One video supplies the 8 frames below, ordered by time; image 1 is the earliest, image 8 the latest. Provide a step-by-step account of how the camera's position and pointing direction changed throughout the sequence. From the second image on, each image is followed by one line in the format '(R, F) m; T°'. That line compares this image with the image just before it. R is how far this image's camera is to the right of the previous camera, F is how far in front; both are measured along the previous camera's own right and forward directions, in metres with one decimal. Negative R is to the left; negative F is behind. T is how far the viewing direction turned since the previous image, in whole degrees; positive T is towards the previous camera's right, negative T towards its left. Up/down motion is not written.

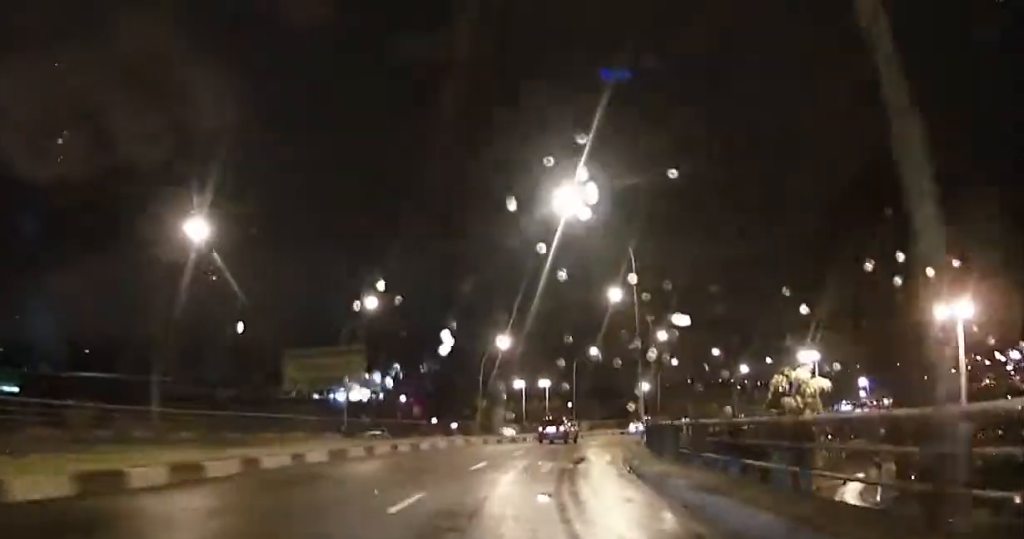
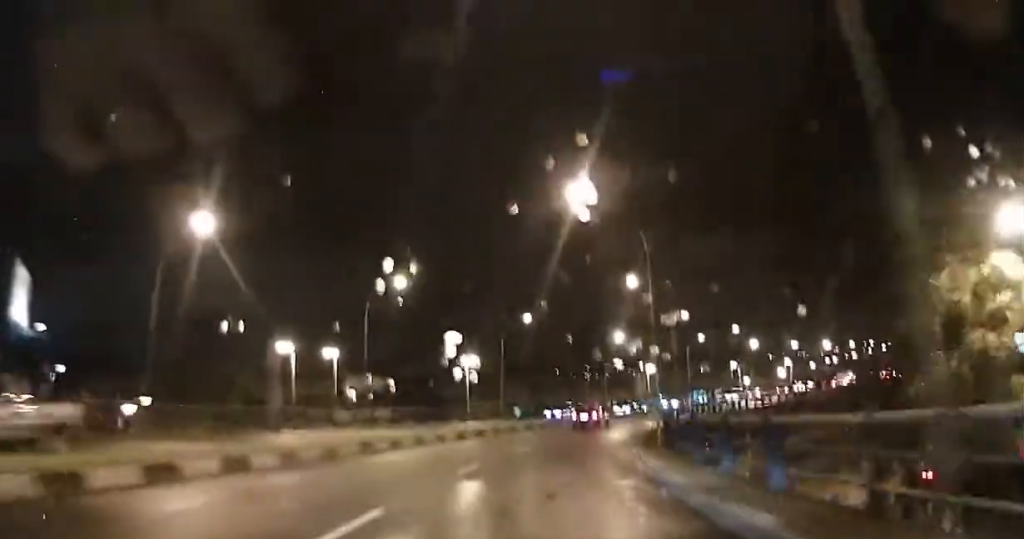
(+2.6, +35.2) m; +9°
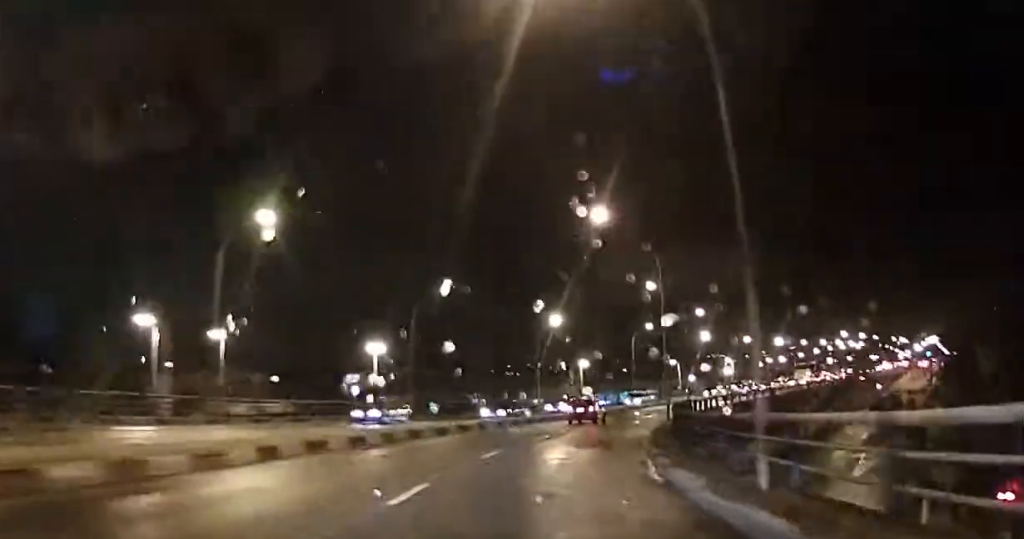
(+0.7, +13.4) m; +6°
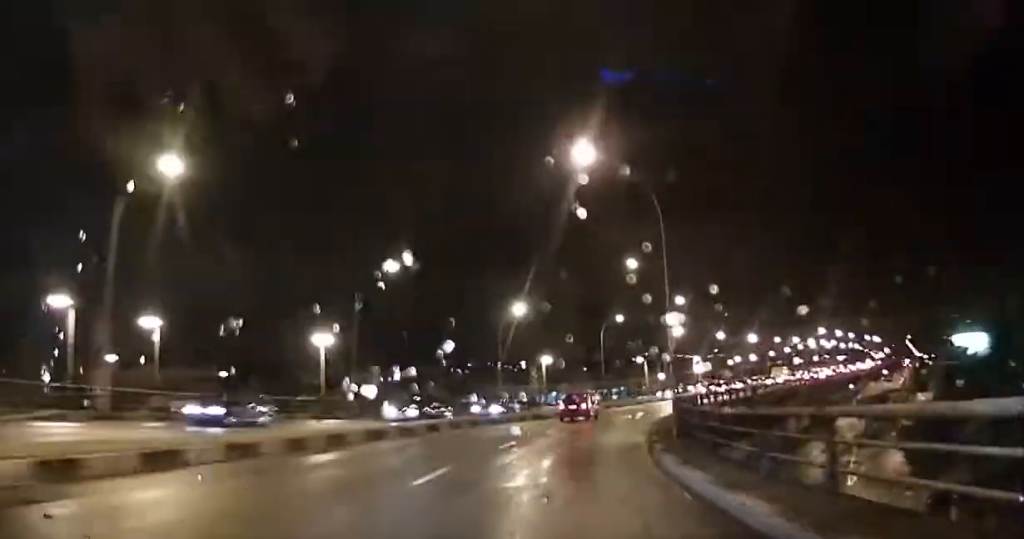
(0.0, +6.3) m; +3°
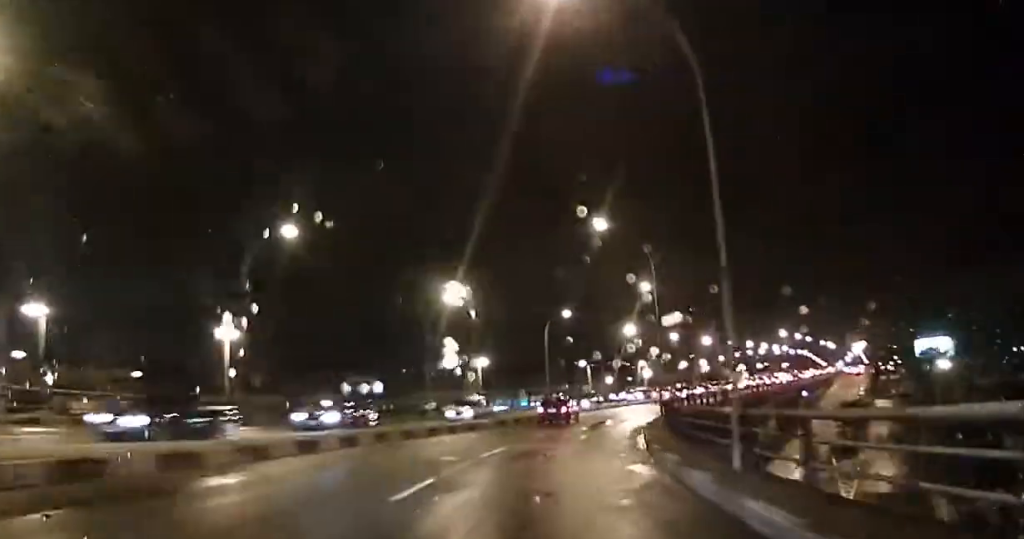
(+0.6, +9.5) m; +6°
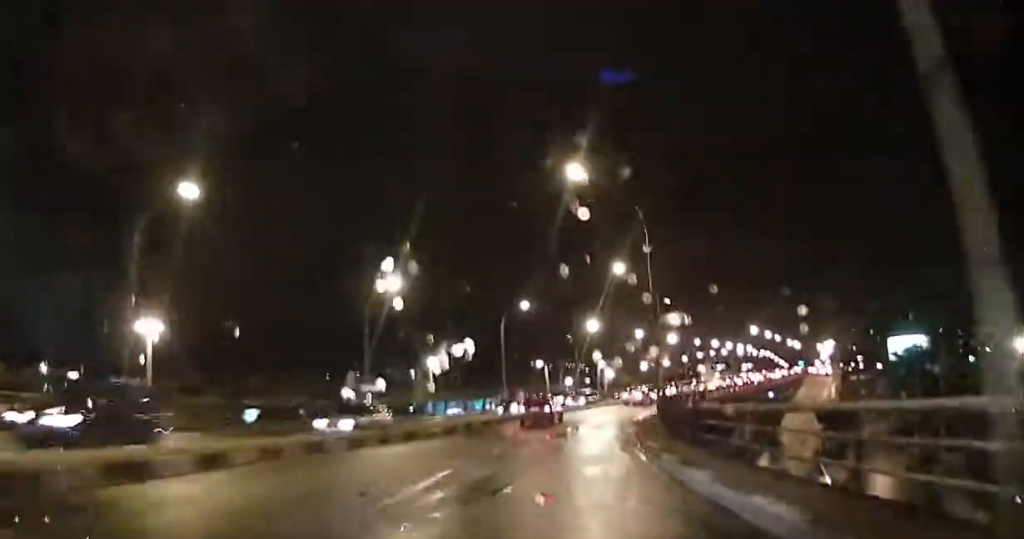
(0.0, +6.8) m; +5°
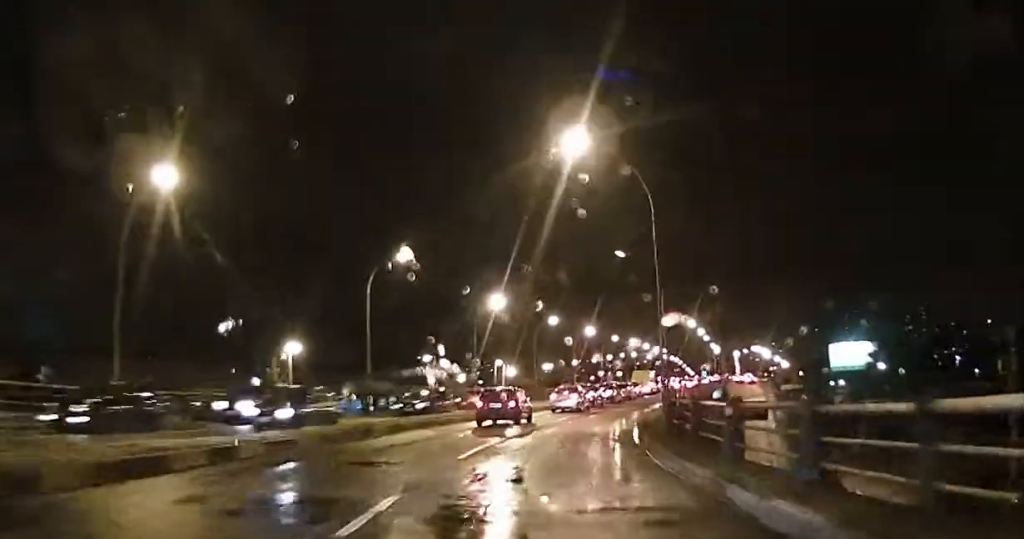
(+2.0, +21.4) m; +6°
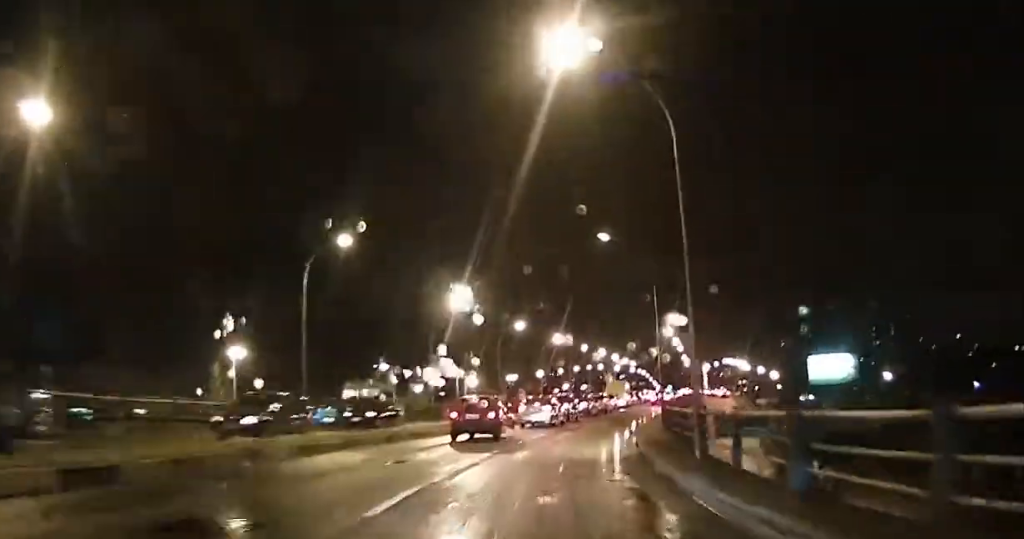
(0.0, +7.4) m; +2°
